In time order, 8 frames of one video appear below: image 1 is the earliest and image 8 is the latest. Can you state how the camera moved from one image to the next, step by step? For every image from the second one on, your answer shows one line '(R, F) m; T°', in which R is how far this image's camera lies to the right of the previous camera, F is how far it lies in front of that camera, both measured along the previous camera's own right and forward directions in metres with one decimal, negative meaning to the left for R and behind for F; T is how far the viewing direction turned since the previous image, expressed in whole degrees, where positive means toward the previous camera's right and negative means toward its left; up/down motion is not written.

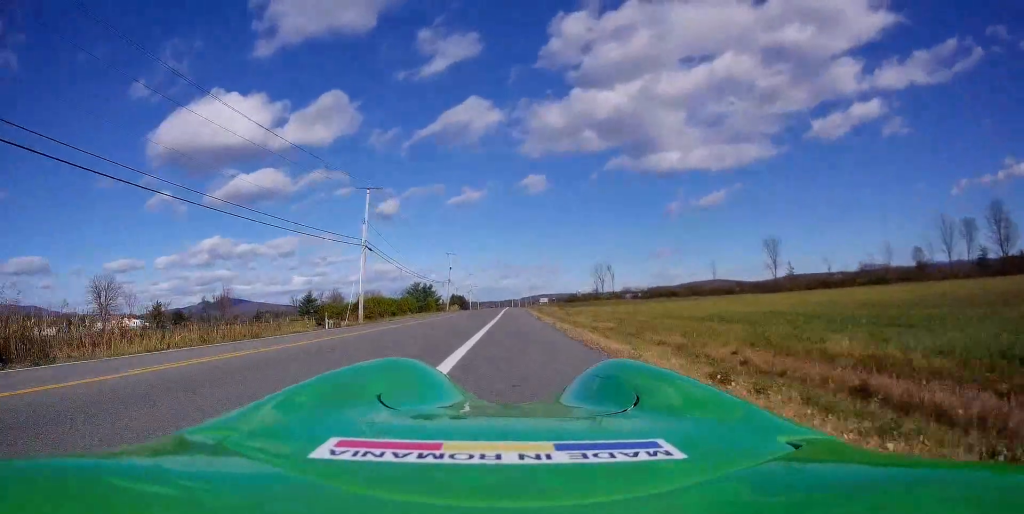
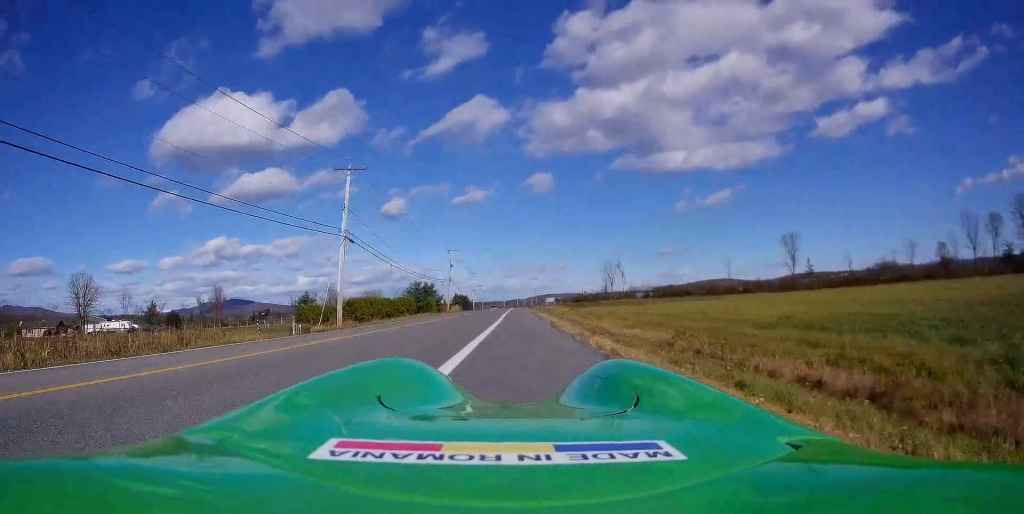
(-0.1, +7.1) m; 0°
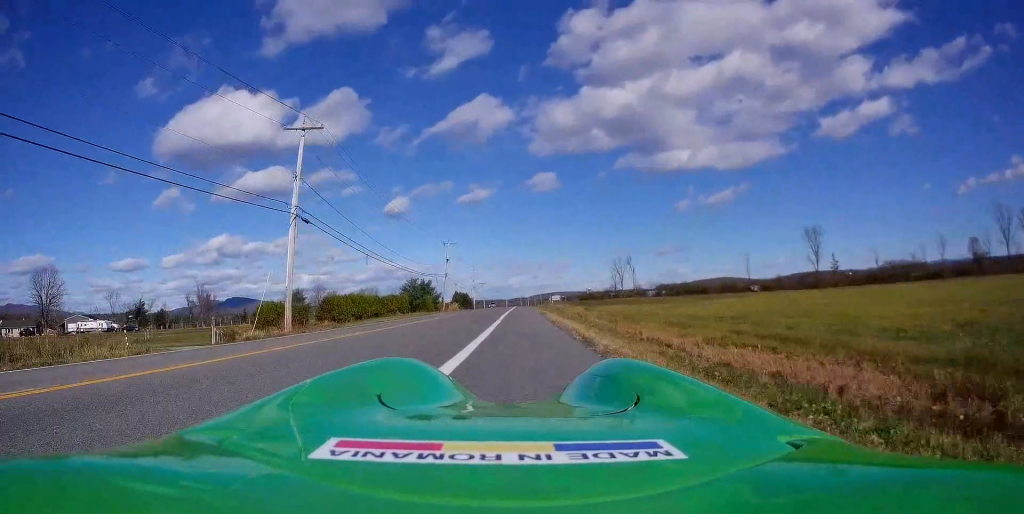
(0.0, +10.0) m; 0°
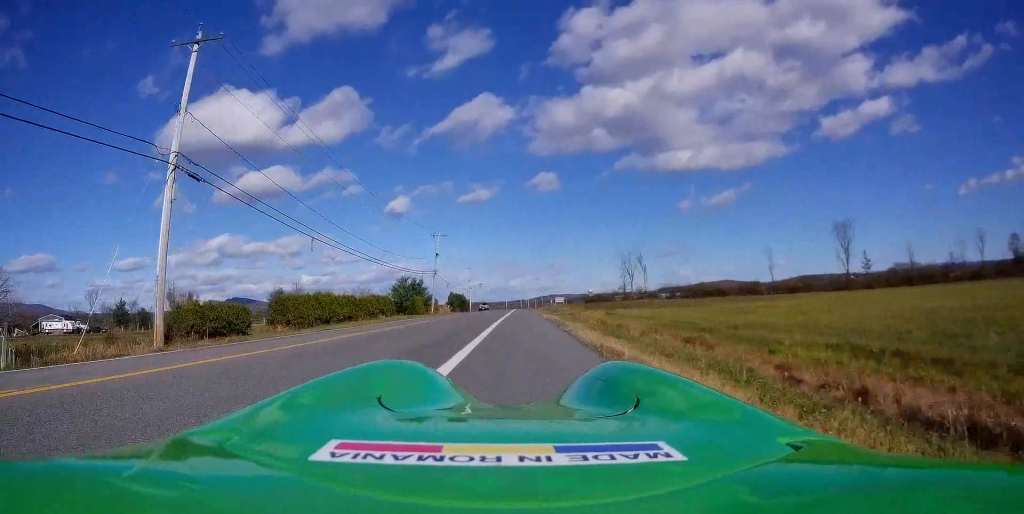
(+0.2, +12.3) m; 0°
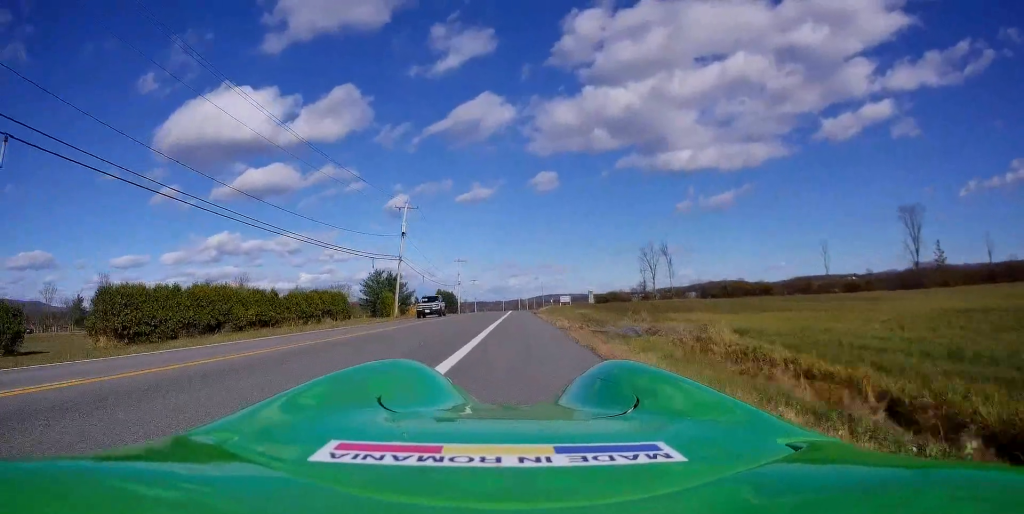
(-0.9, +22.8) m; -1°
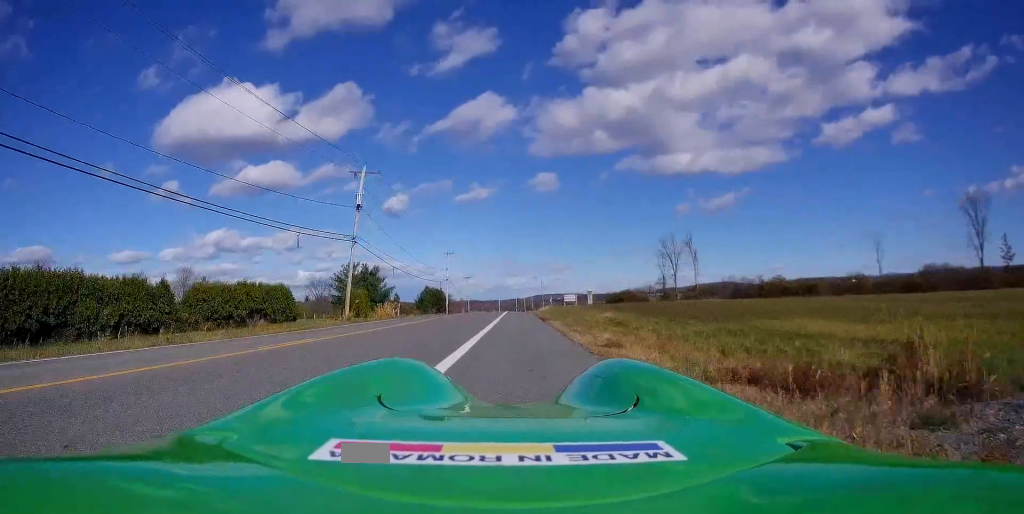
(+0.8, +16.2) m; 0°
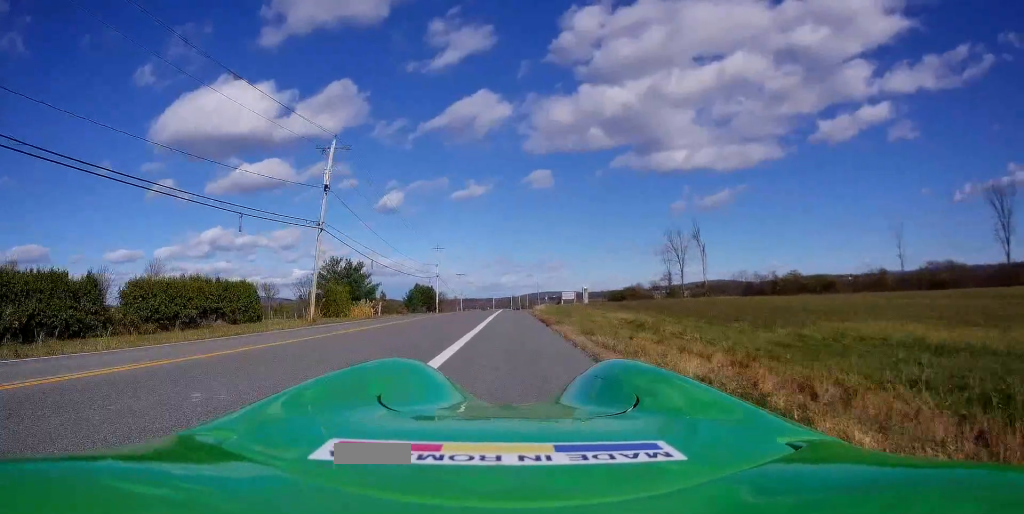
(-0.3, +6.3) m; 0°
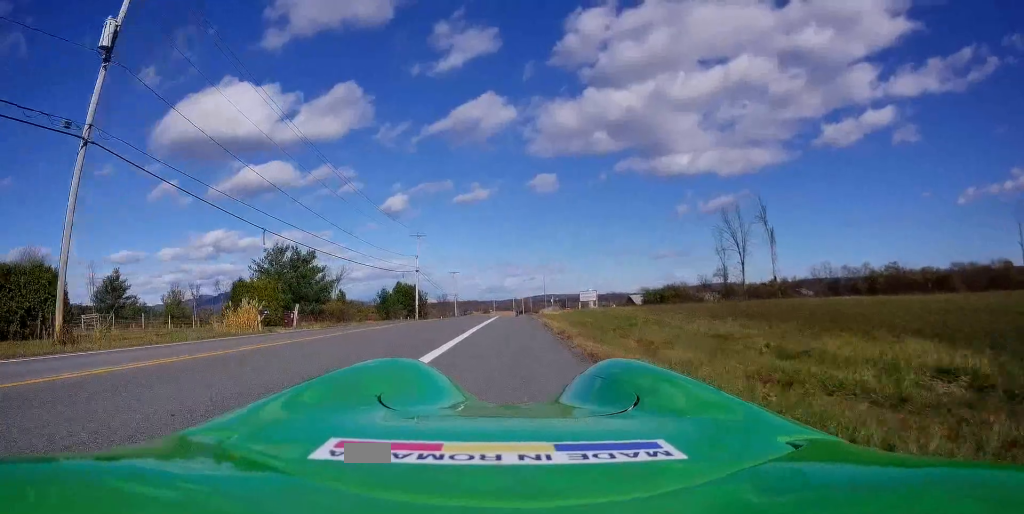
(+0.4, +22.3) m; +1°
